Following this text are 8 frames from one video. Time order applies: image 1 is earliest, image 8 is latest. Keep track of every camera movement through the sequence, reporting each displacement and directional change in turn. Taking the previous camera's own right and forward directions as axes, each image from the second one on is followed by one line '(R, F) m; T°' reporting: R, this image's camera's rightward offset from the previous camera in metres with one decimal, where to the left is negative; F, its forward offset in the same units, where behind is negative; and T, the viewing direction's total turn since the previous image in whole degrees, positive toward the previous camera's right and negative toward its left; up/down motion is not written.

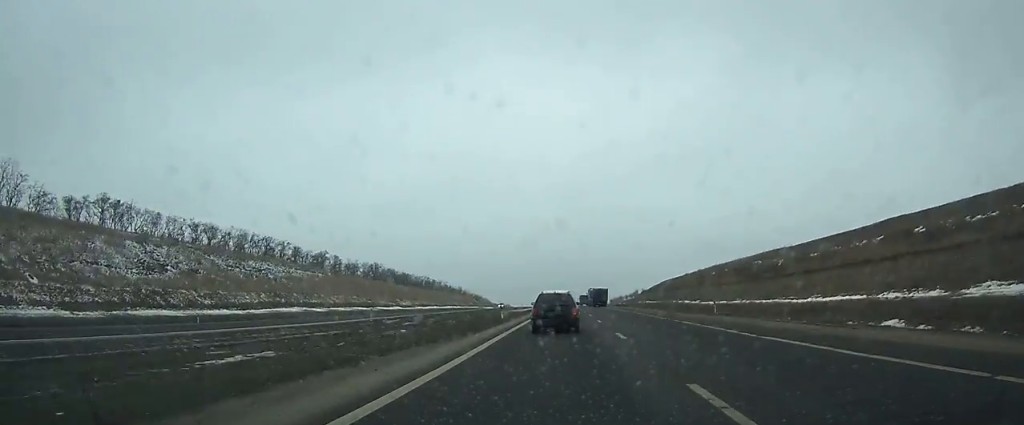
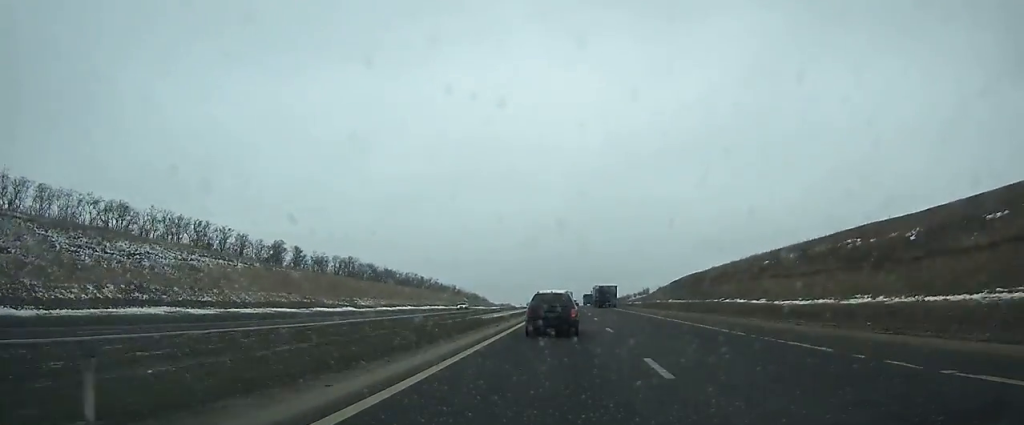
(+0.1, +35.6) m; 0°
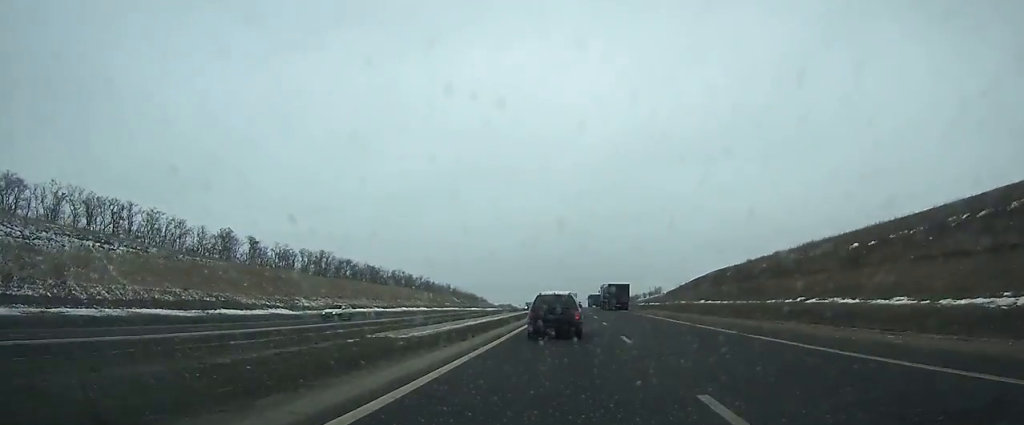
(-0.1, +32.5) m; 0°
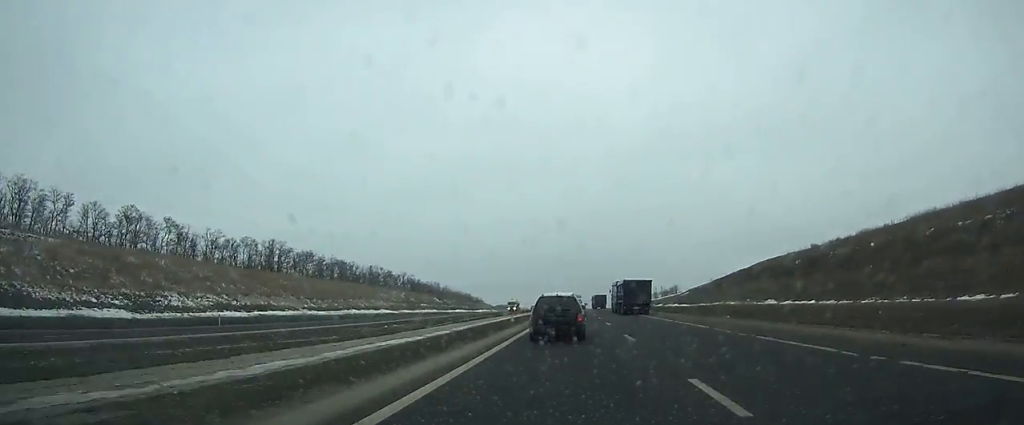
(-0.2, +40.0) m; 0°
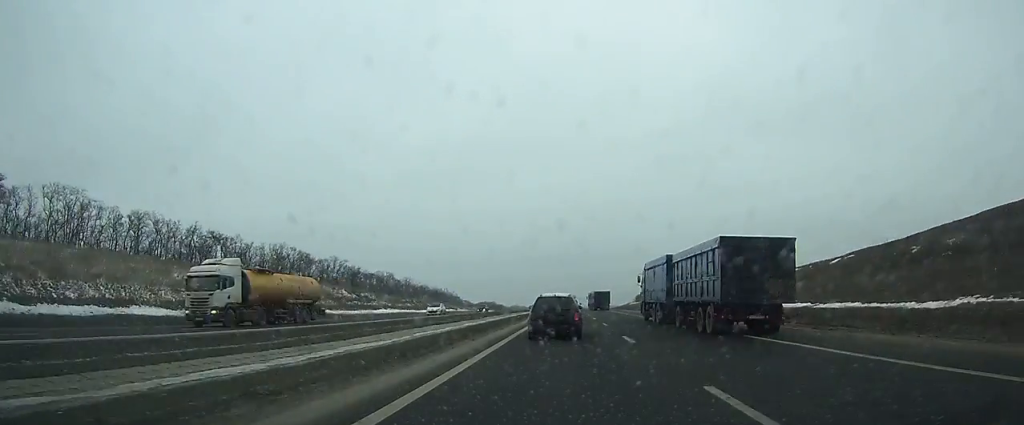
(+0.2, +80.1) m; 0°
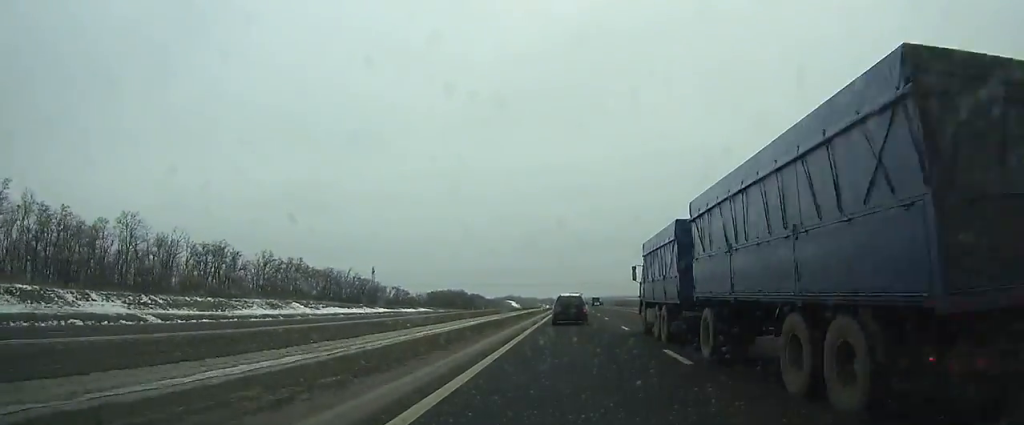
(-0.5, +181.4) m; 0°
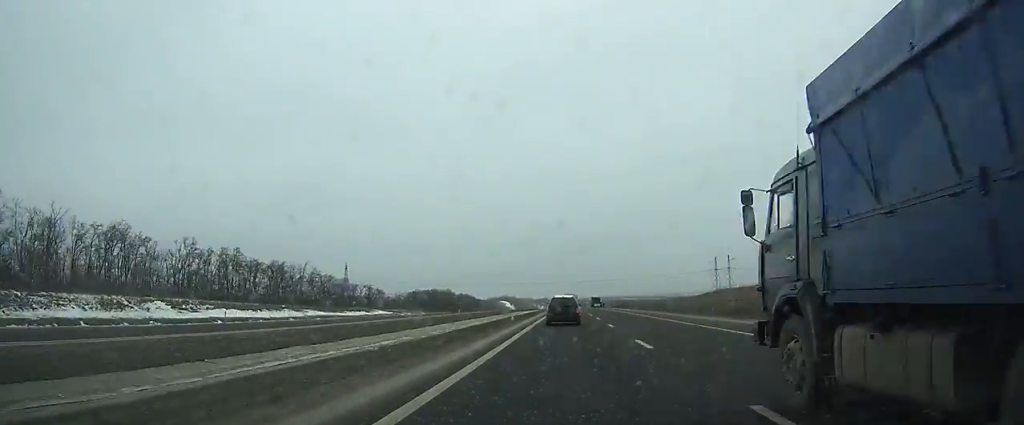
(+0.1, +29.2) m; 0°
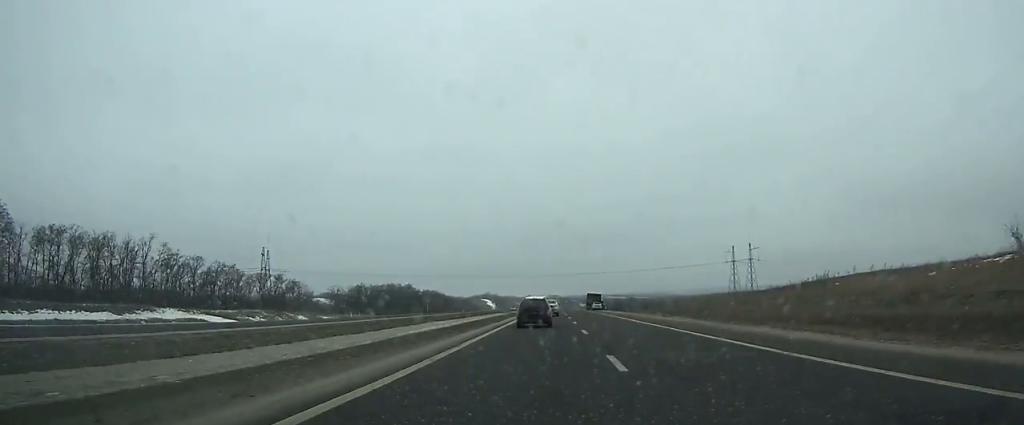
(+0.4, +60.4) m; +1°
